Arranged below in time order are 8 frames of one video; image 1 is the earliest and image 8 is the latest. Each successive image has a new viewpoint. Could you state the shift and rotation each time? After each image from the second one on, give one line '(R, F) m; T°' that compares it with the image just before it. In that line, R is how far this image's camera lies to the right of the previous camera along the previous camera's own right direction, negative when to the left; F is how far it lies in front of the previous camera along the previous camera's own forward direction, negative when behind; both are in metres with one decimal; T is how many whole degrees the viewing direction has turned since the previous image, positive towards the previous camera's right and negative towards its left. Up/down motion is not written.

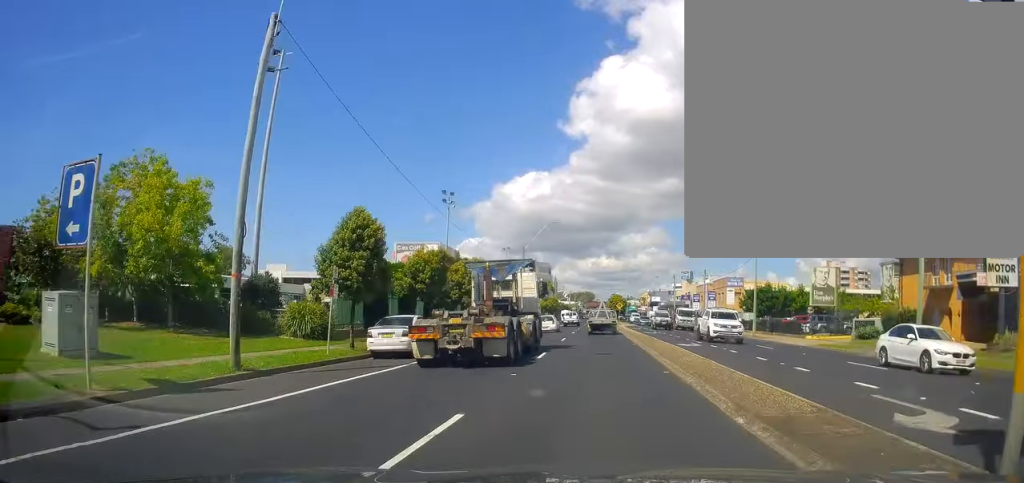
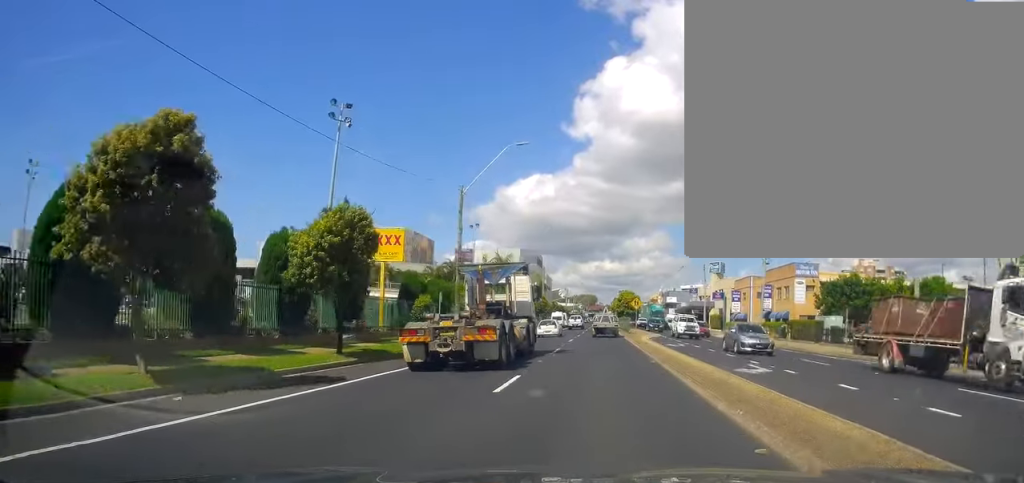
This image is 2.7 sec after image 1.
(-0.5, +32.8) m; -1°
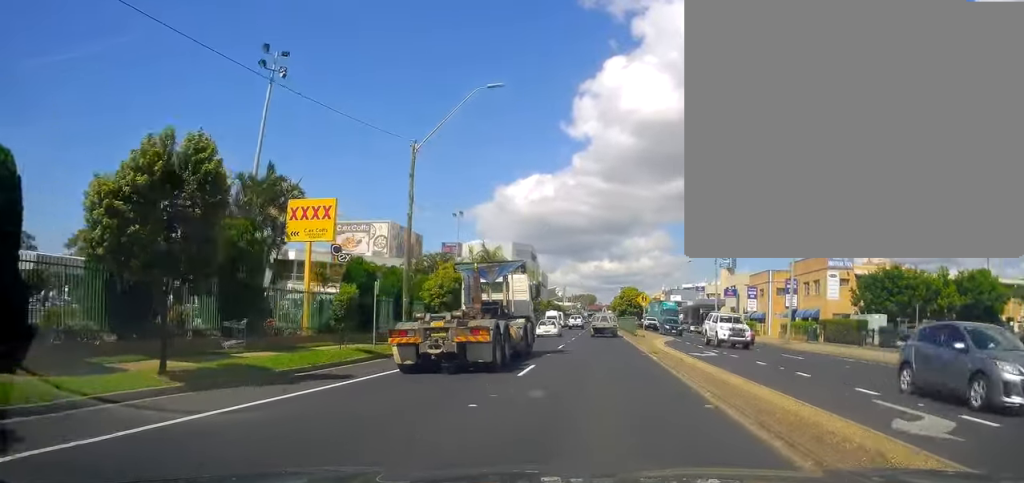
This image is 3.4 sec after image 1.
(-0.1, +9.5) m; 0°
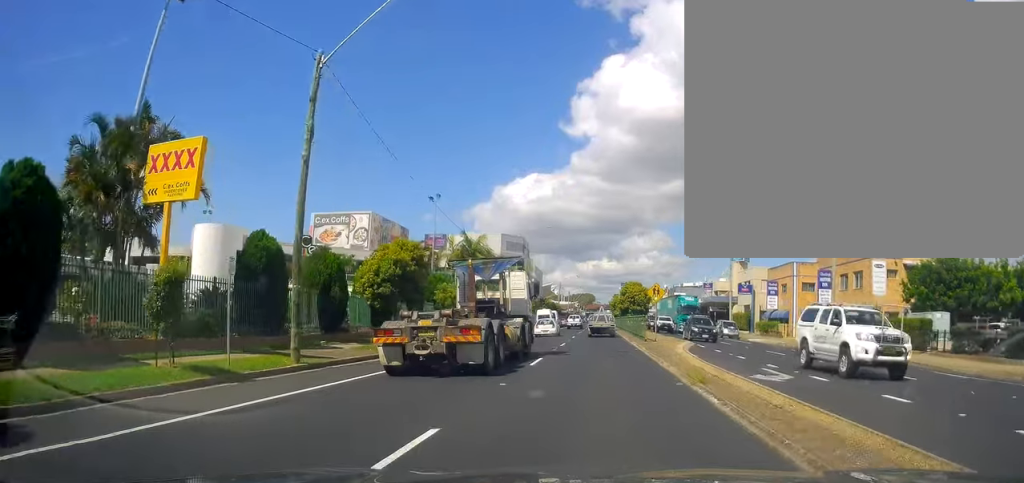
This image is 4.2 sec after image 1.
(-0.1, +9.8) m; 0°
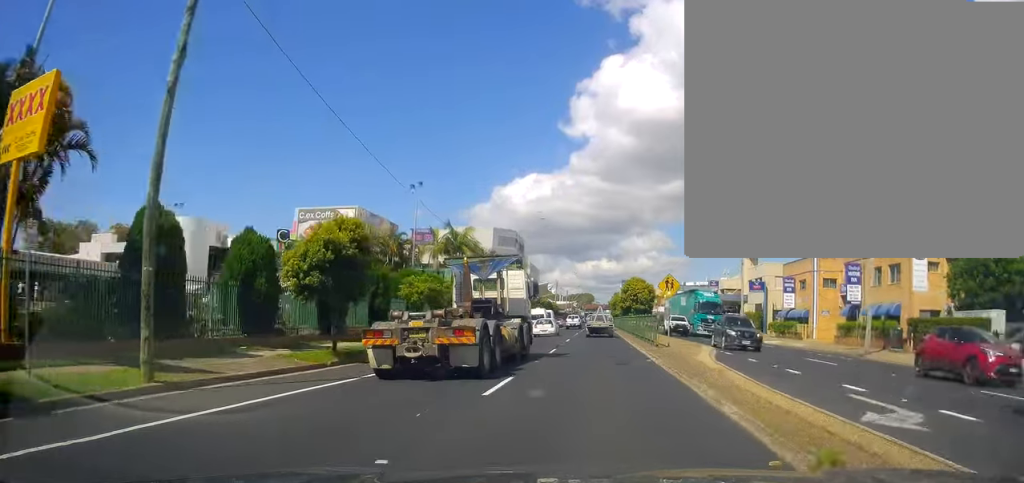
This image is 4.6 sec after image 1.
(+0.2, +6.4) m; 0°
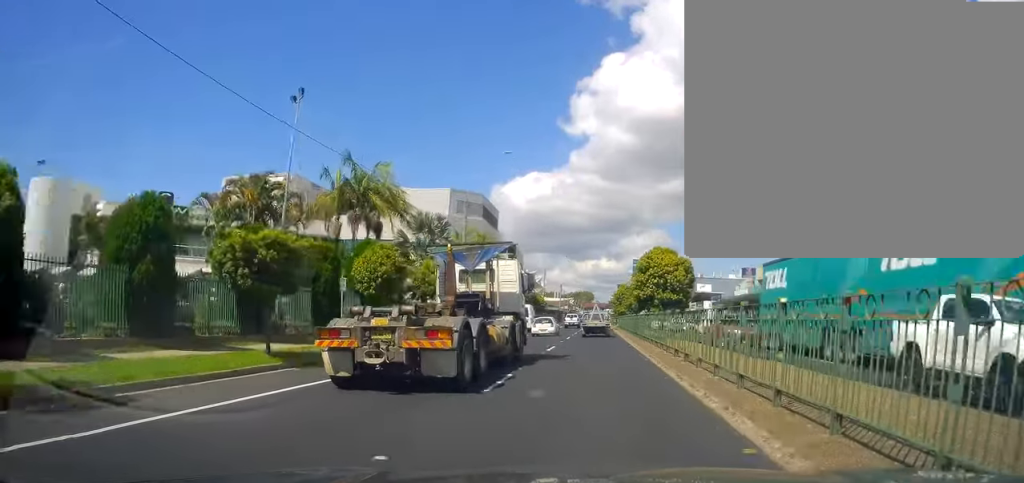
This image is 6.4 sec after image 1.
(-0.1, +24.8) m; 0°
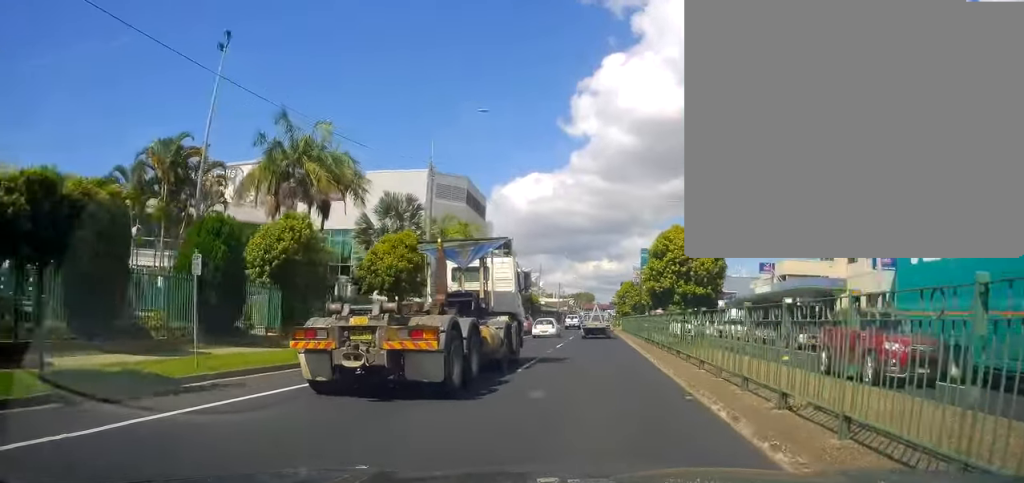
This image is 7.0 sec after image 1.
(+0.1, +8.4) m; 0°
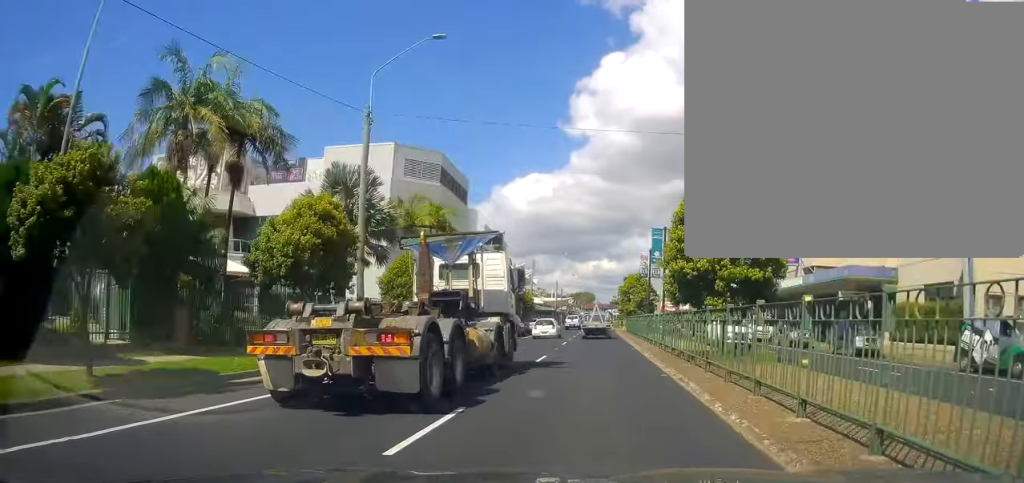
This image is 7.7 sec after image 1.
(-0.1, +8.9) m; -1°
